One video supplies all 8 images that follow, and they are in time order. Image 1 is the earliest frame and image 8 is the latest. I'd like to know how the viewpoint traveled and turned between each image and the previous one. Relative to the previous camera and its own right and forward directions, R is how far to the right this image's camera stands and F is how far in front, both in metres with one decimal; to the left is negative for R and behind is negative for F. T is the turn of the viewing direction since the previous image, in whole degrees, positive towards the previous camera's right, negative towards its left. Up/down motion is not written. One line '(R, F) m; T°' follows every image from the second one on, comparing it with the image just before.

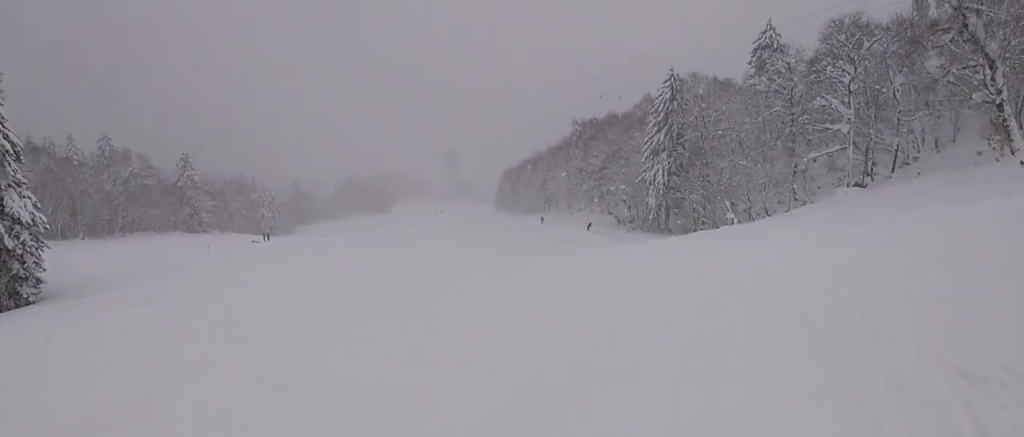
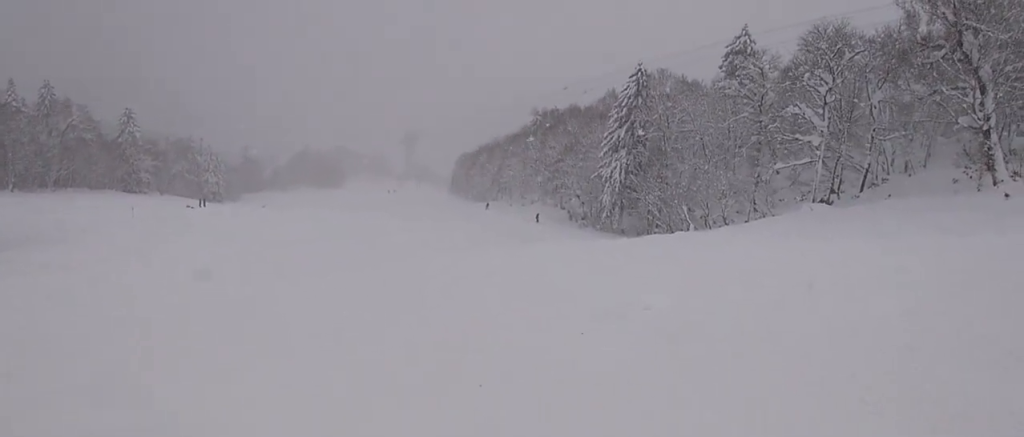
(-0.4, +2.8) m; +7°
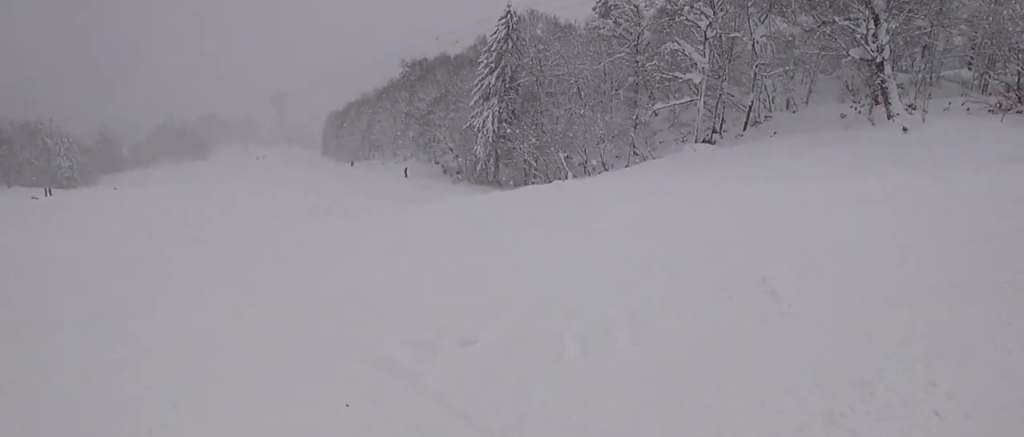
(+1.0, +2.5) m; +10°
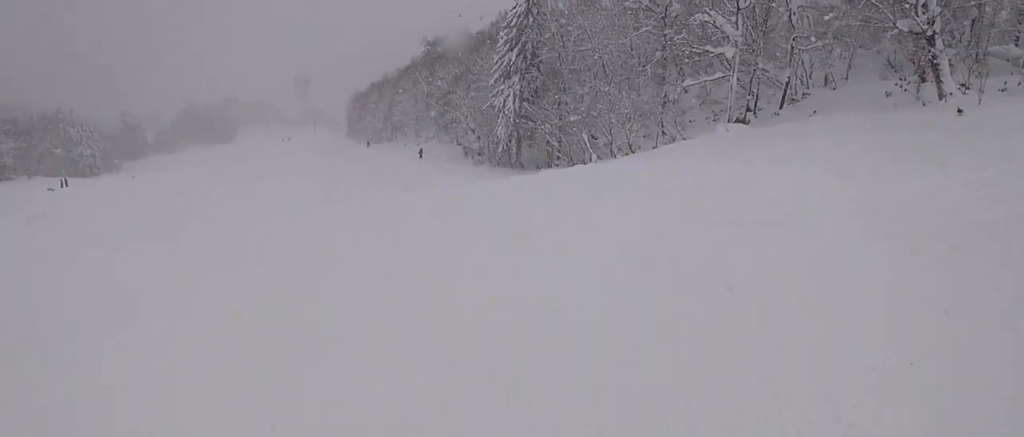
(-0.2, +2.7) m; +5°
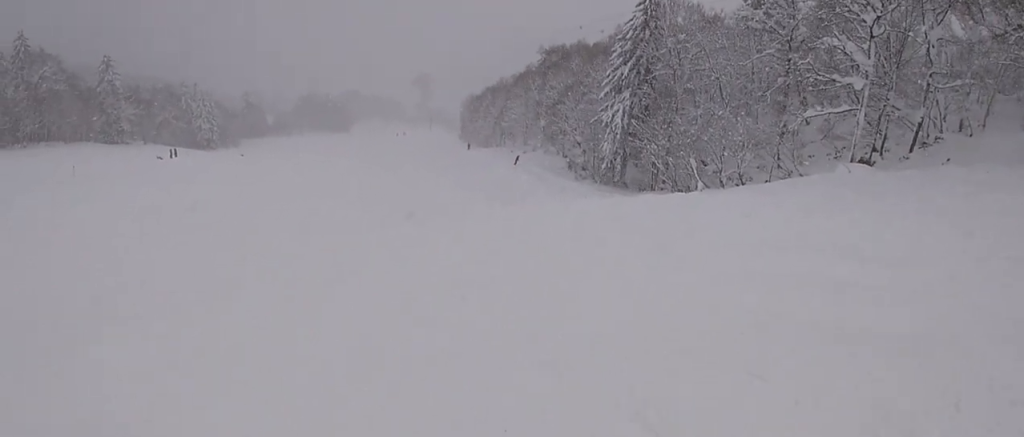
(+0.3, +3.4) m; +1°
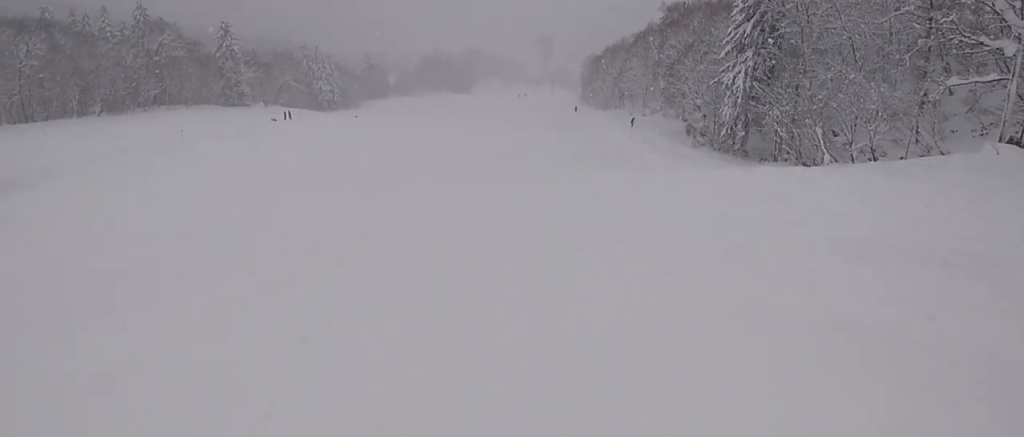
(-0.5, +4.3) m; -35°
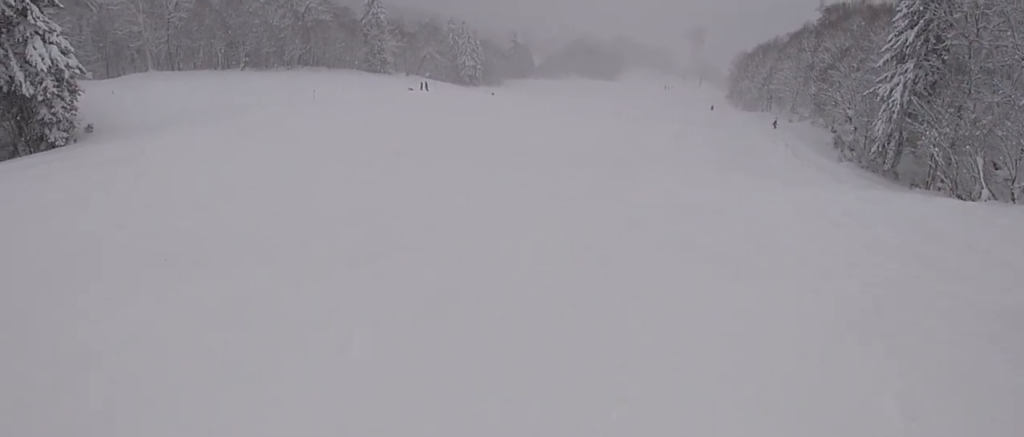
(-1.2, +2.8) m; -27°
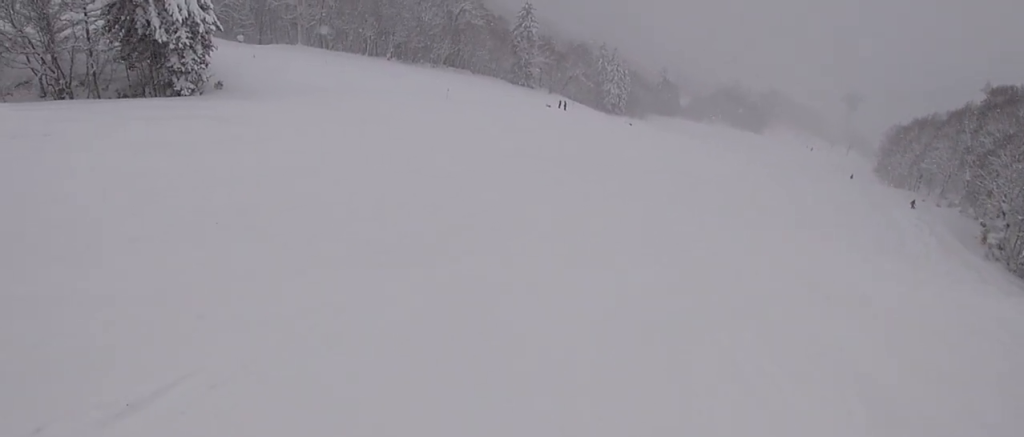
(-0.5, +2.7) m; -15°
